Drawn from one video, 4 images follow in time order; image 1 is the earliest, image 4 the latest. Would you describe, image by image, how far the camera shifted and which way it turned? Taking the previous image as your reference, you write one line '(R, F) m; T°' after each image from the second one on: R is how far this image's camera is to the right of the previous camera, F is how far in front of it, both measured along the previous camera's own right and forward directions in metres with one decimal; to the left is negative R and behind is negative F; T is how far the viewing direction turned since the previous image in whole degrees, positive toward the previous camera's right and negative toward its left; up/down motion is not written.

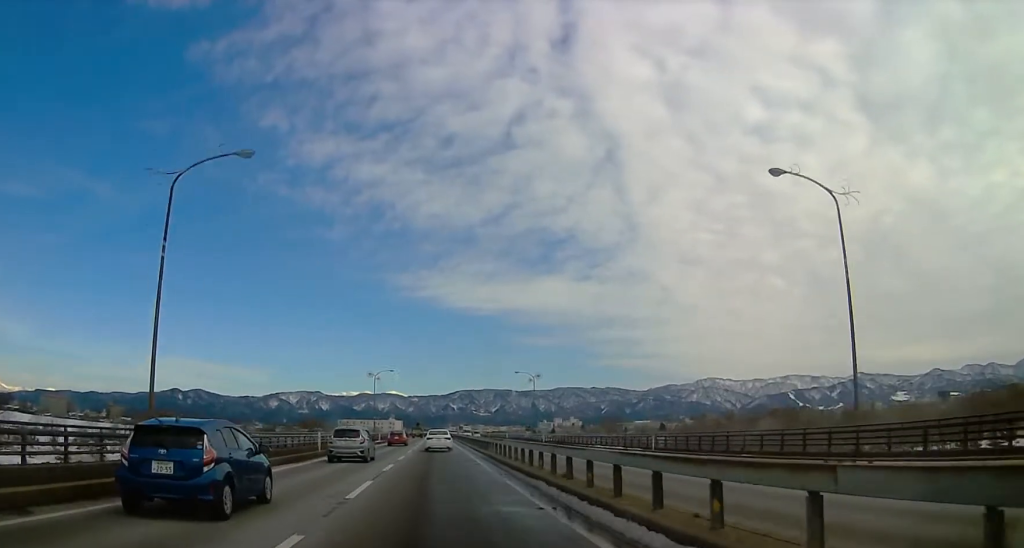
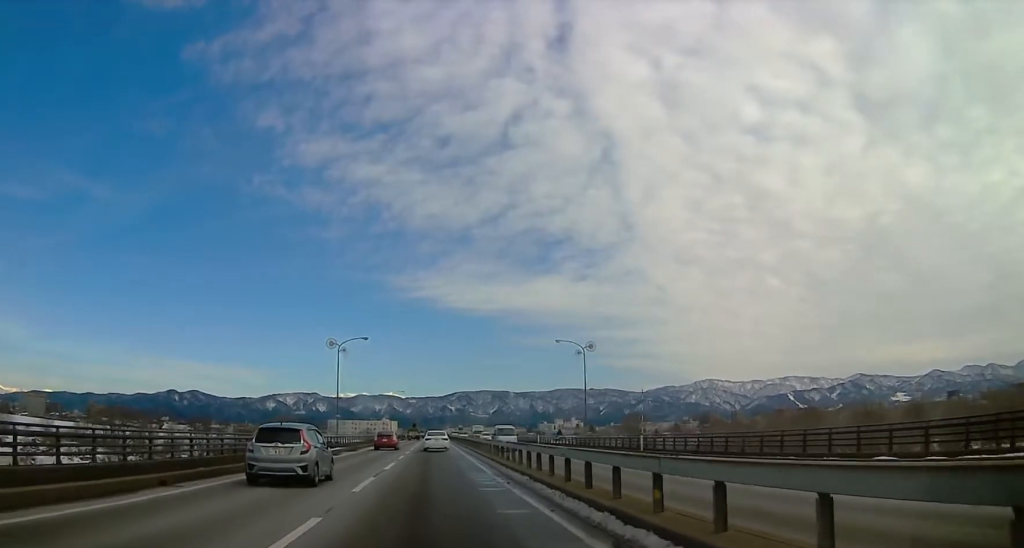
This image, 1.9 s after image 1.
(+2.3, +38.8) m; +2°
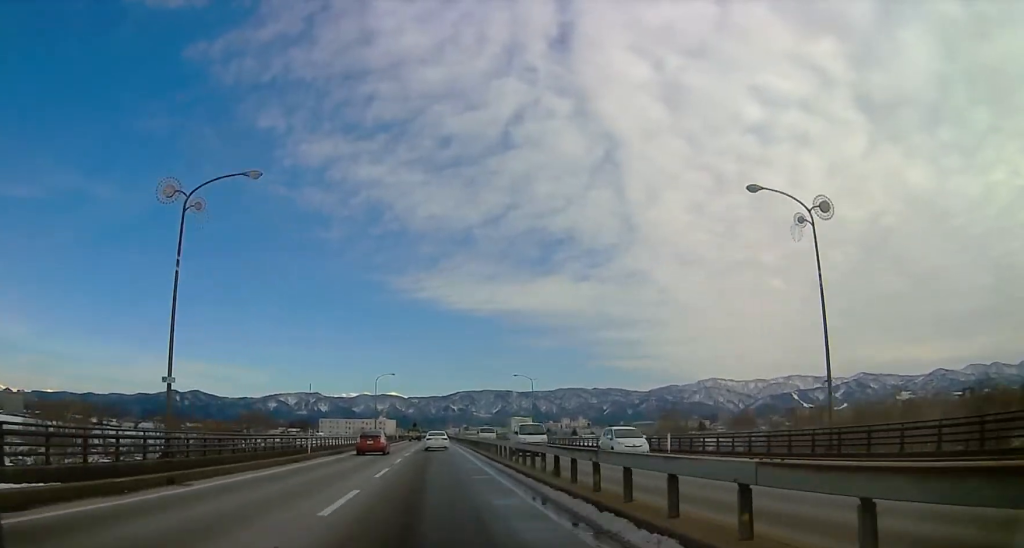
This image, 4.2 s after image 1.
(-2.4, +44.5) m; -3°
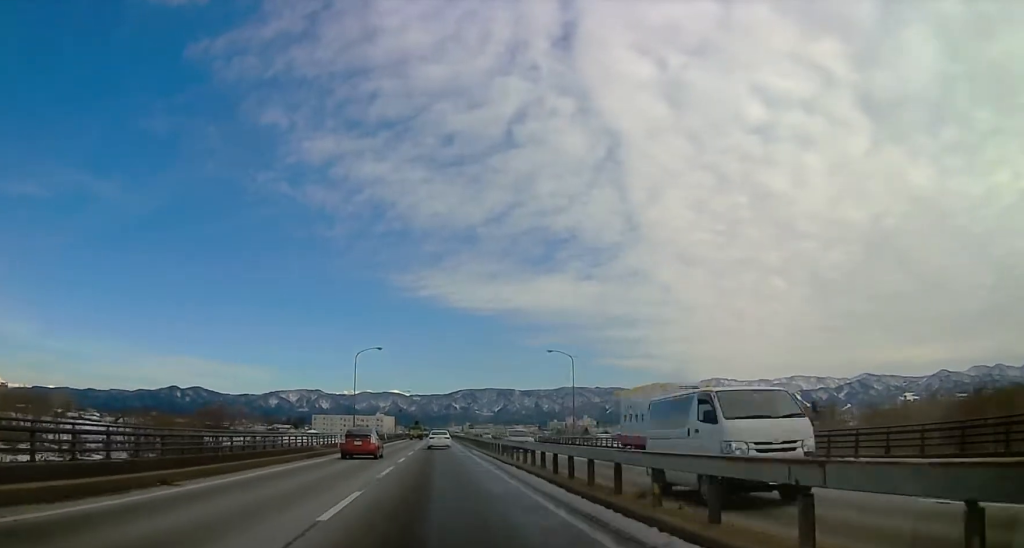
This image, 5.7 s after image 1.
(-0.2, +30.7) m; 0°
